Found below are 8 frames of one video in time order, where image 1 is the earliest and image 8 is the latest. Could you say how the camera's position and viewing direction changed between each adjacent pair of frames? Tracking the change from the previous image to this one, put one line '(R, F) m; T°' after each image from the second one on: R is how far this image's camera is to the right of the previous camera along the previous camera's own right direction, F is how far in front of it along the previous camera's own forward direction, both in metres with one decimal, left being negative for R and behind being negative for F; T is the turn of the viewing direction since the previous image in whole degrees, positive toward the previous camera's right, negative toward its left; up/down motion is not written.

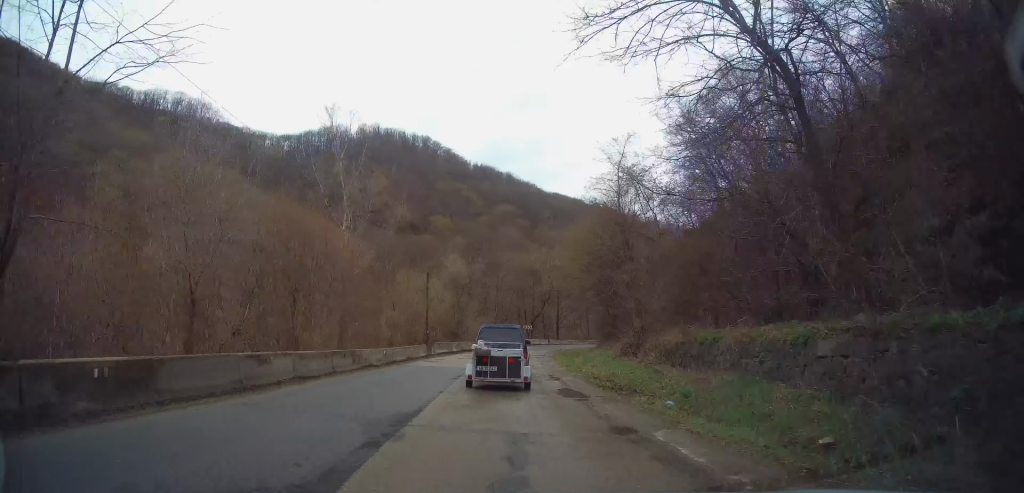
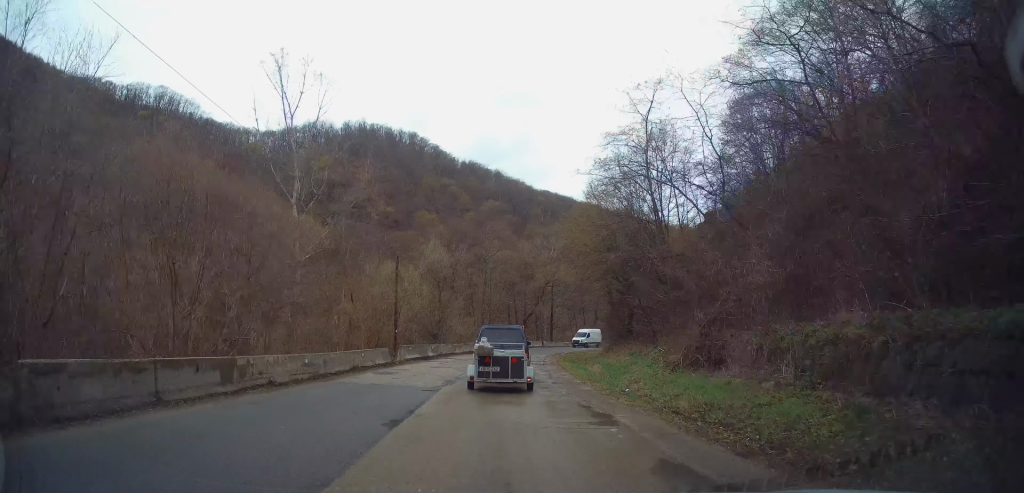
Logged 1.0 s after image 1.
(0.0, +8.9) m; -1°
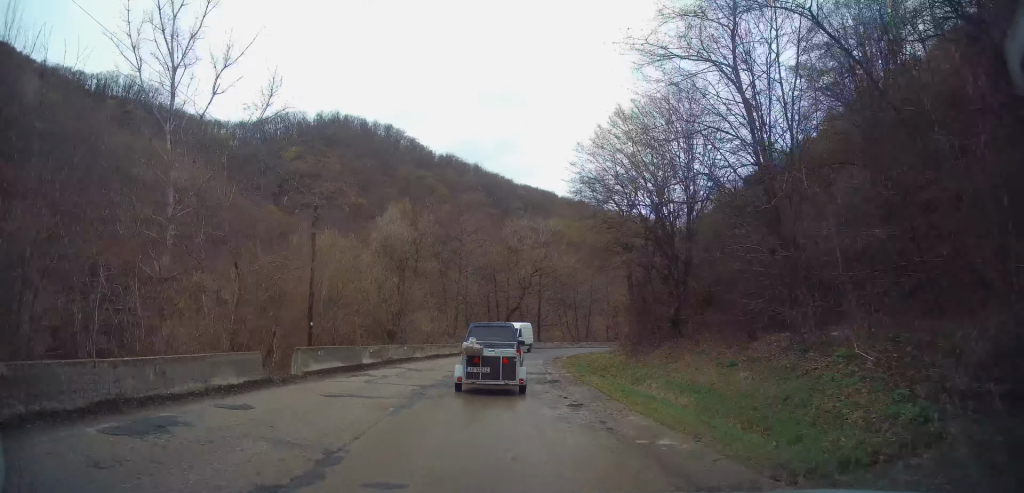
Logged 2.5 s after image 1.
(-0.1, +12.0) m; +2°
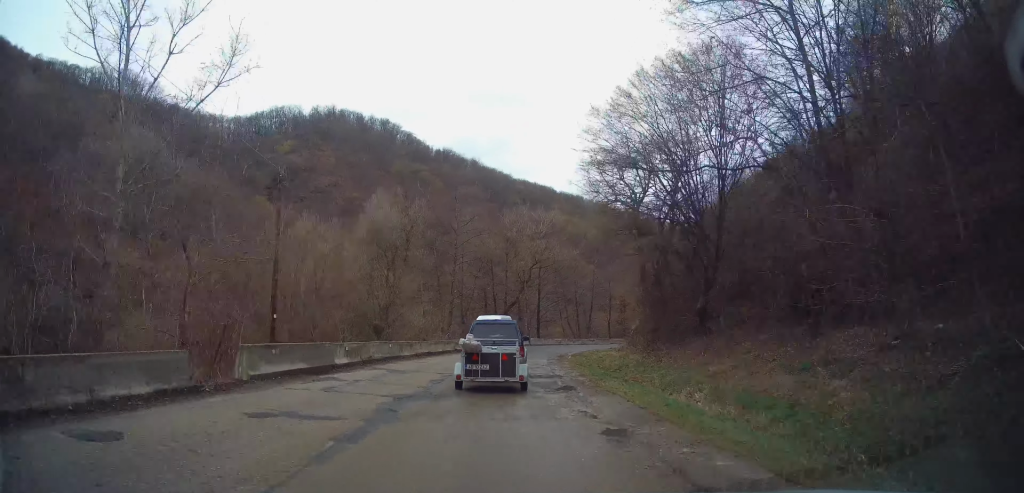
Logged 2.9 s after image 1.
(+0.1, +3.3) m; +3°
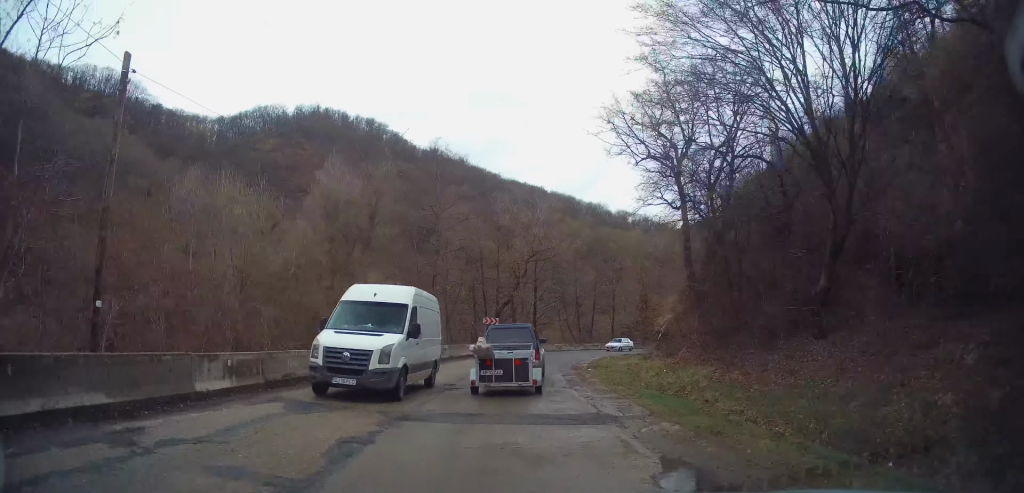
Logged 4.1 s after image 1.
(+0.6, +9.2) m; +5°
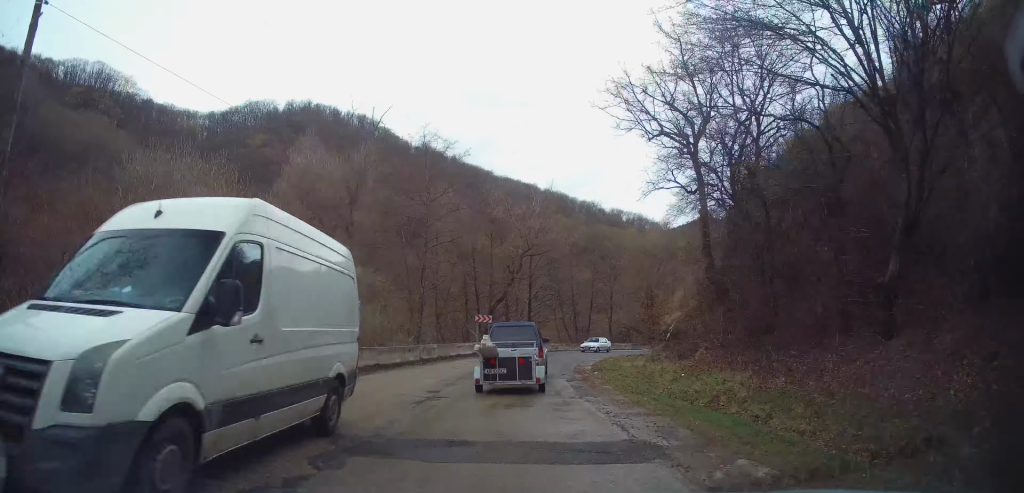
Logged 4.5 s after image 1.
(+0.1, +3.1) m; +1°
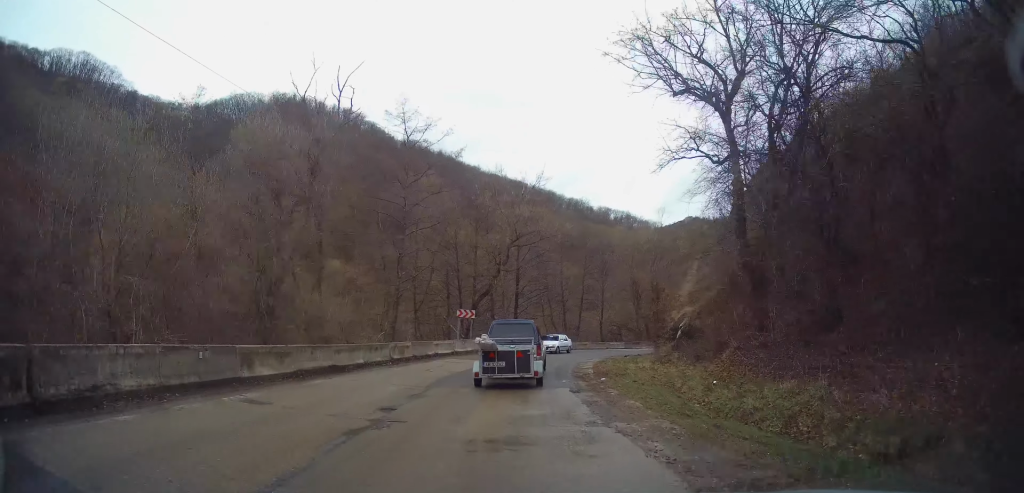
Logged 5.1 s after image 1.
(-0.1, +4.4) m; 0°
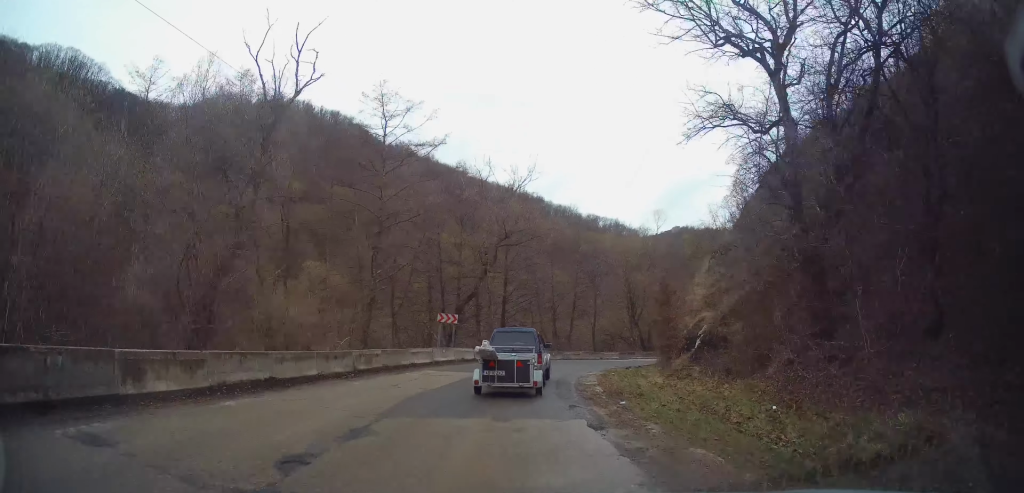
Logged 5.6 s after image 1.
(0.0, +4.2) m; +1°
